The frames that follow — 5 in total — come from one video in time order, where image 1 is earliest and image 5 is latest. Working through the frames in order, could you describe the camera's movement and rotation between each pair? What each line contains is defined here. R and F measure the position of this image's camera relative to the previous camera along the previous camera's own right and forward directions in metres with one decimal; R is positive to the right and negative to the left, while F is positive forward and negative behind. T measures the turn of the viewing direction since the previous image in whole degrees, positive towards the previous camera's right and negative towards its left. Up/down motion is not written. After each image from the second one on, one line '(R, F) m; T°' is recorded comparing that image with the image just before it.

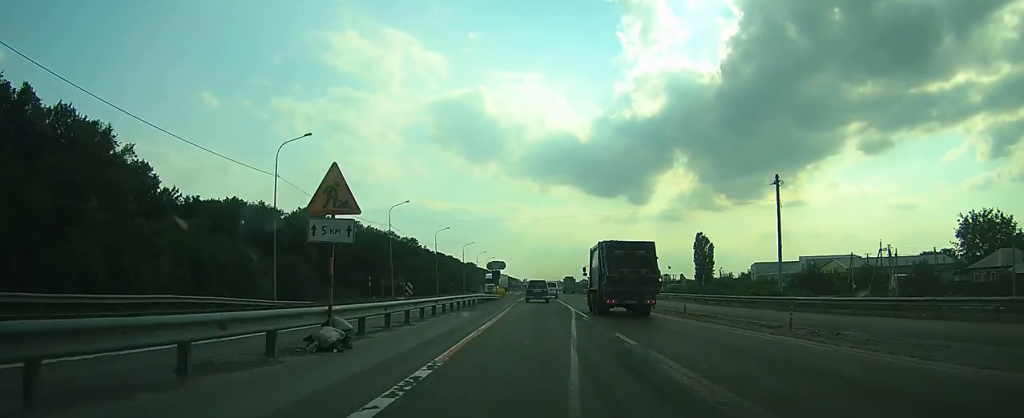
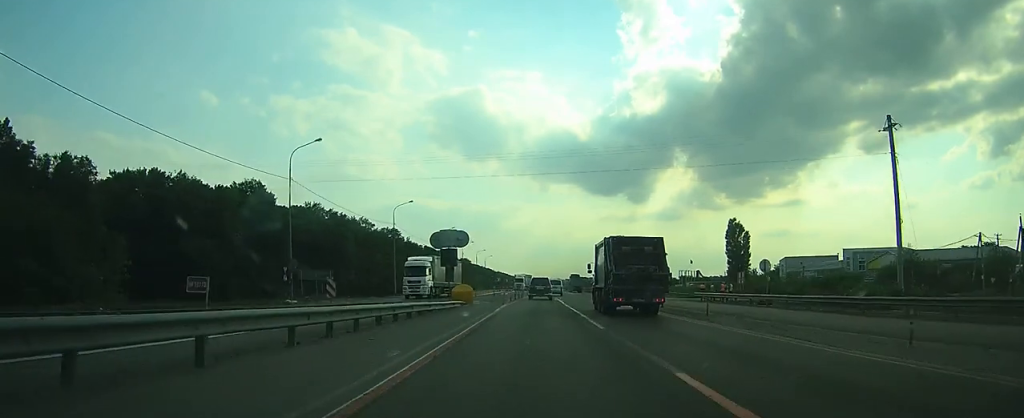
(+0.1, +31.7) m; 0°
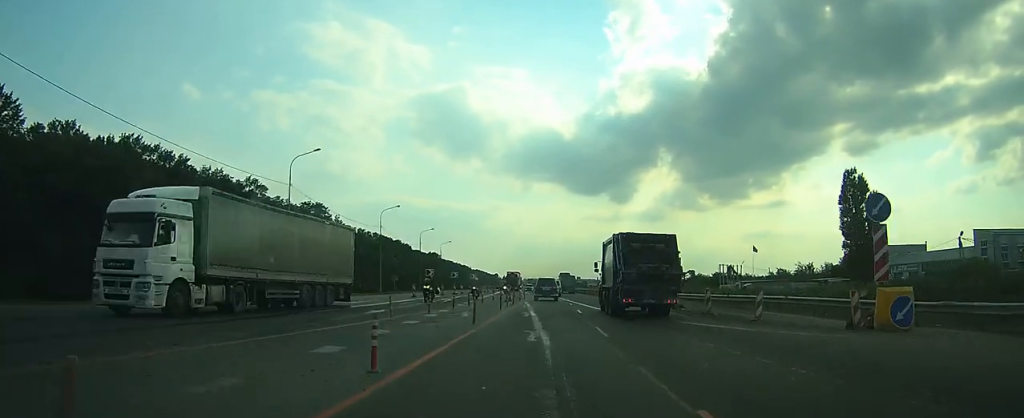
(0.0, +64.3) m; +1°
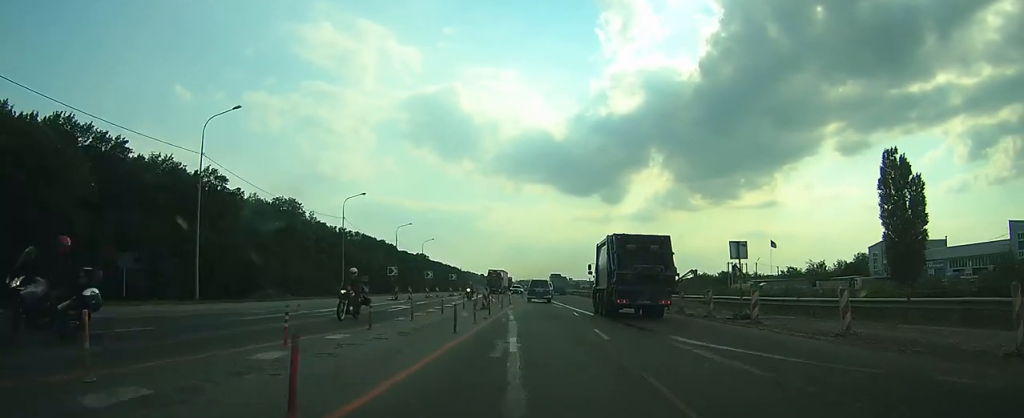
(0.0, +13.1) m; 0°
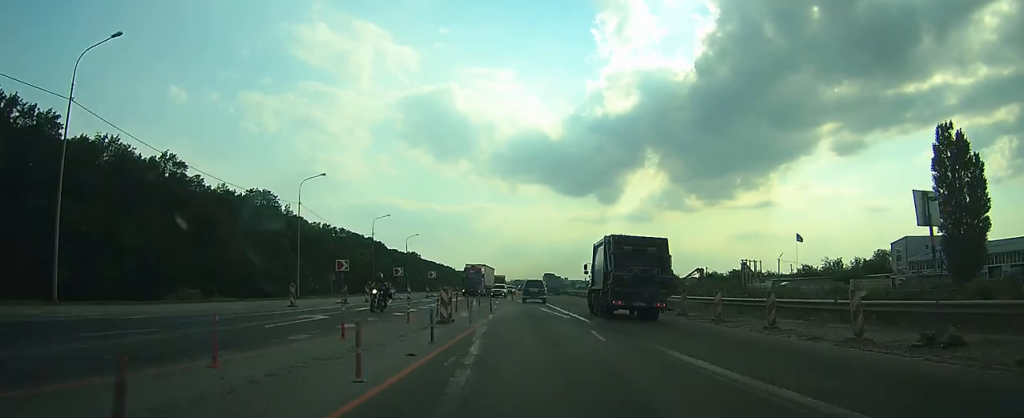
(0.0, +12.4) m; 0°
